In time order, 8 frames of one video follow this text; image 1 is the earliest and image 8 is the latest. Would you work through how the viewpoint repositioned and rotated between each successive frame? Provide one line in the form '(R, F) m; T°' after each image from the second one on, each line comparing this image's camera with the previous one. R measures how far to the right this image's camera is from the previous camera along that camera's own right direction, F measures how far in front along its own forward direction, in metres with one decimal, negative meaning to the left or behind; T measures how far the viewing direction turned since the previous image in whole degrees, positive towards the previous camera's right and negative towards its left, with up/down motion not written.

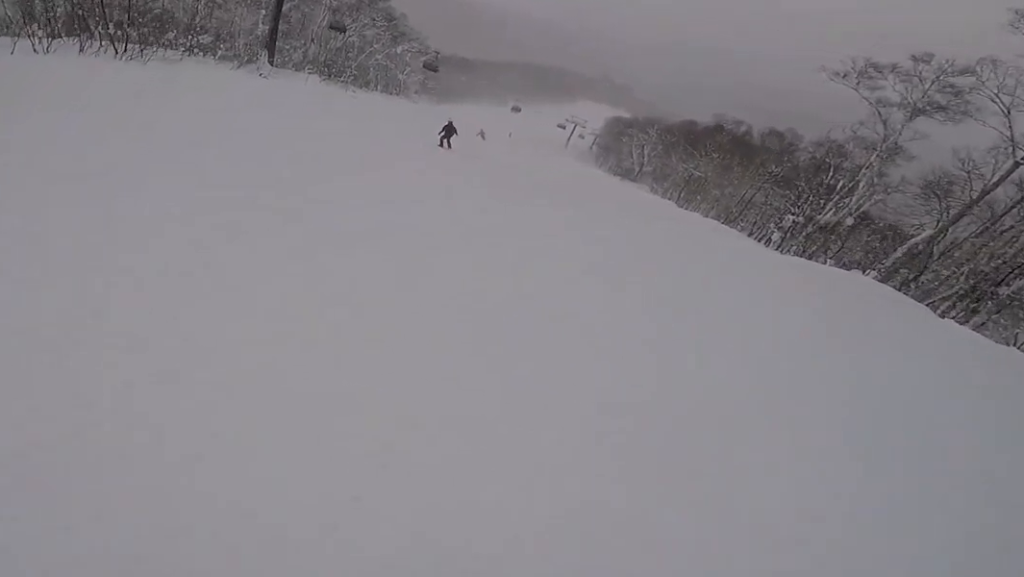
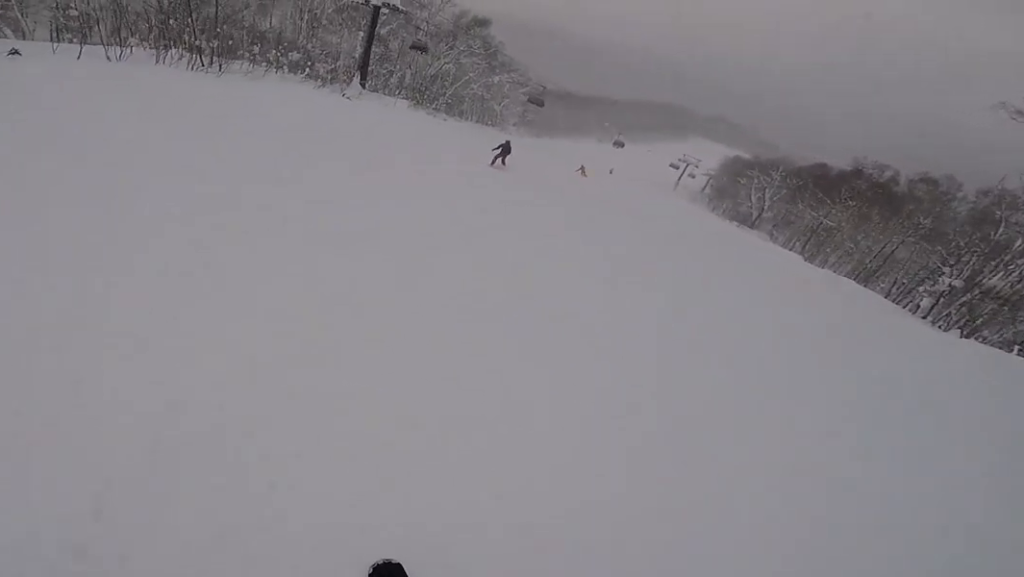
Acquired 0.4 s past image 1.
(-0.2, +2.4) m; -5°
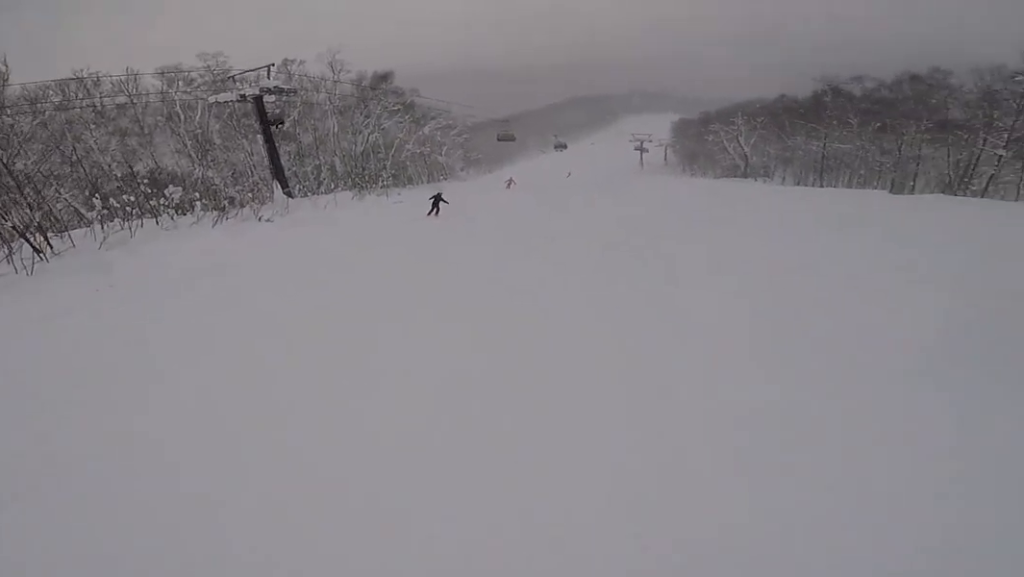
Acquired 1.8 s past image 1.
(+1.3, +8.6) m; +20°
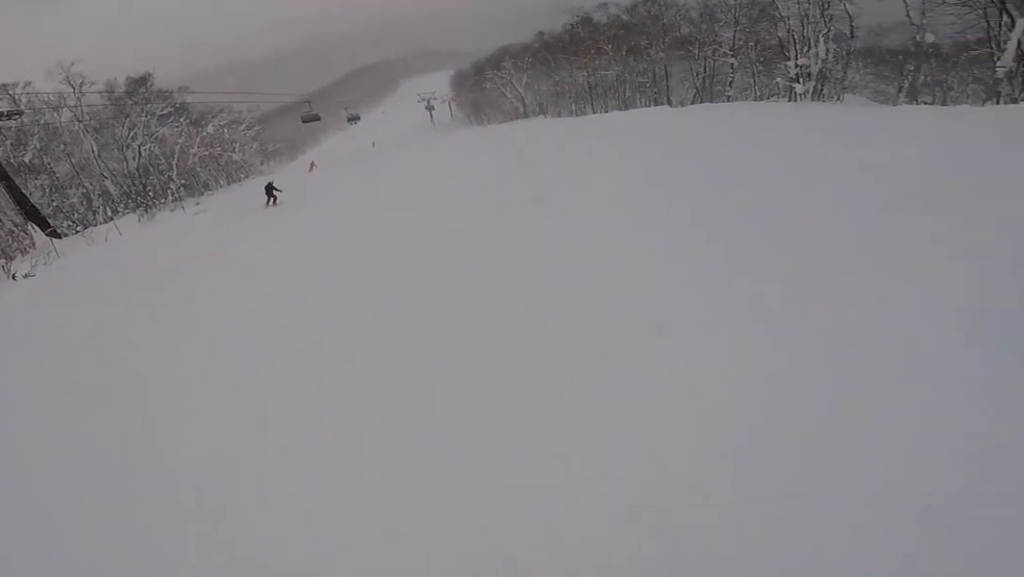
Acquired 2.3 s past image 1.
(+0.4, +3.1) m; +6°
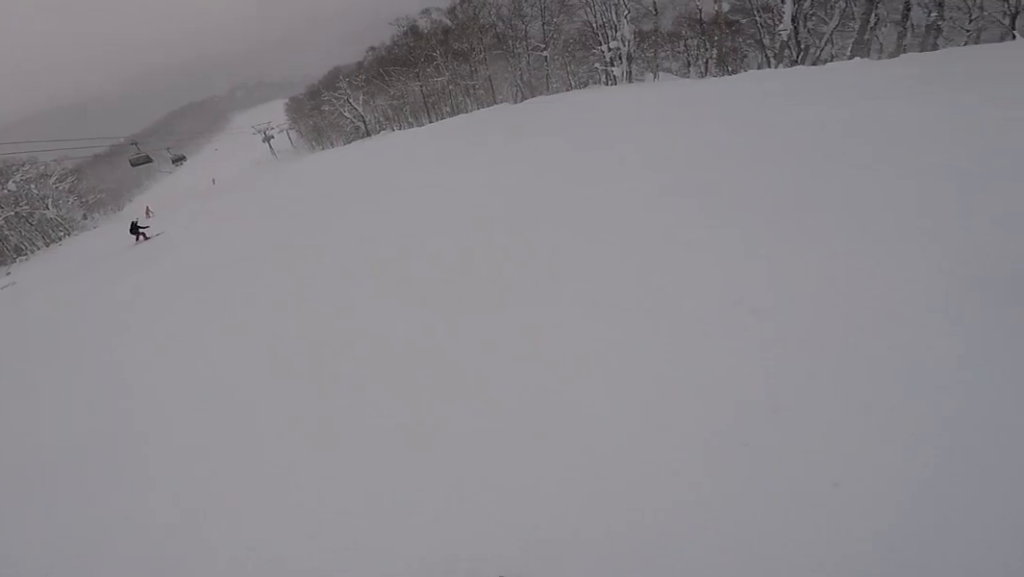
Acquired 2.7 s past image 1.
(+0.1, +3.0) m; -1°
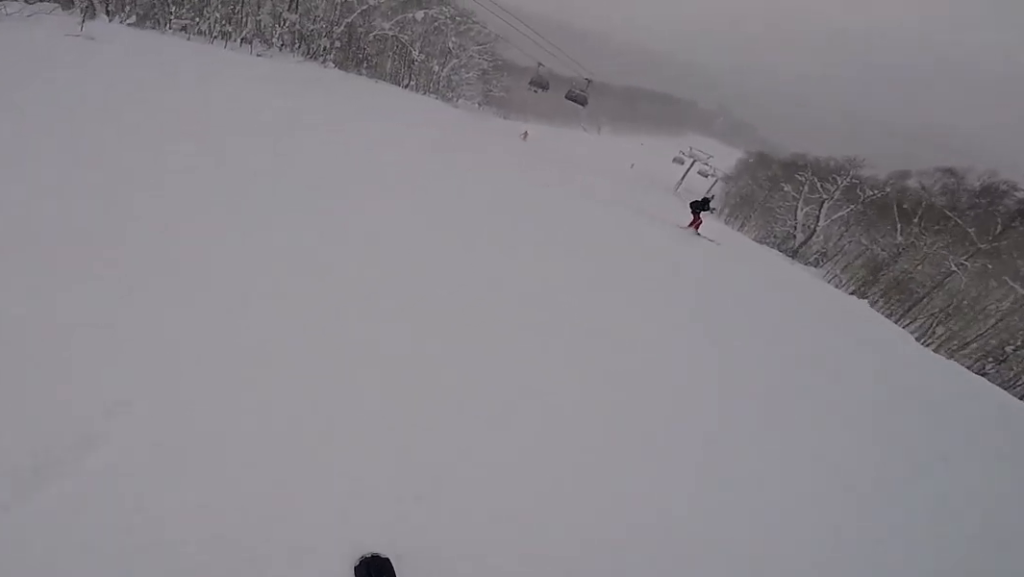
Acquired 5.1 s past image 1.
(-3.6, +14.5) m; -37°
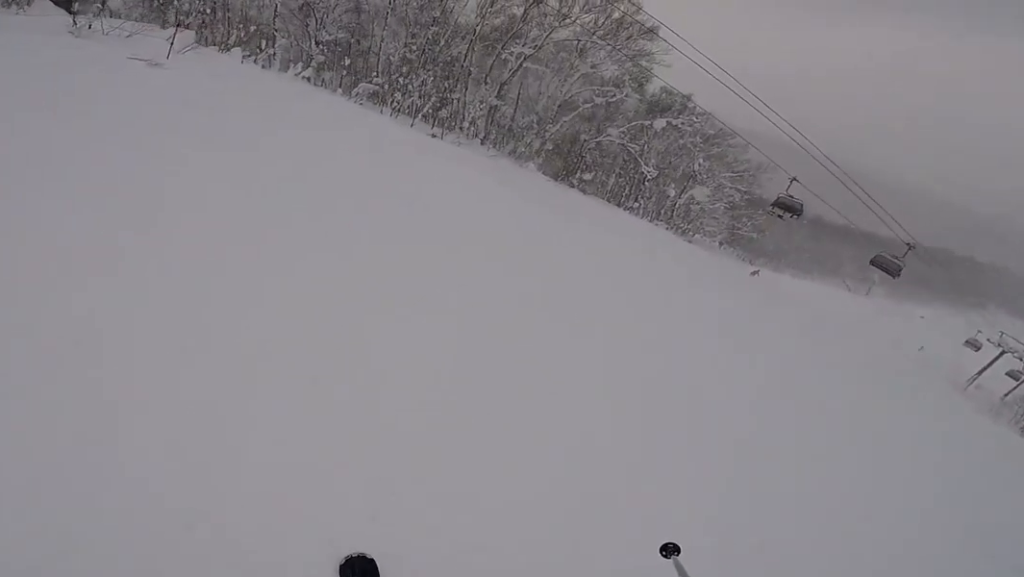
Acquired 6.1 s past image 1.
(-0.9, +5.2) m; -9°
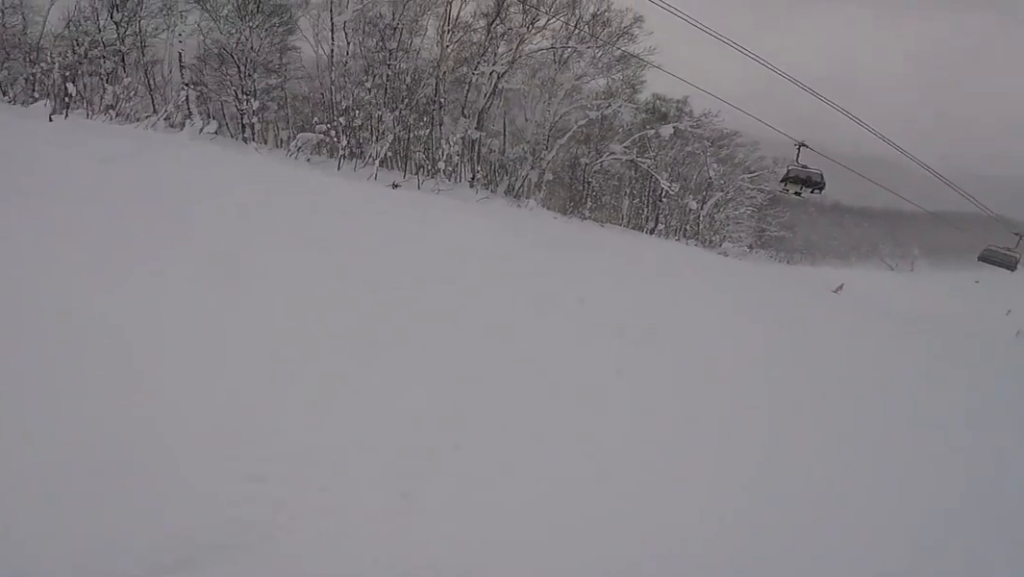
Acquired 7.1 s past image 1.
(+0.1, +4.9) m; -6°
